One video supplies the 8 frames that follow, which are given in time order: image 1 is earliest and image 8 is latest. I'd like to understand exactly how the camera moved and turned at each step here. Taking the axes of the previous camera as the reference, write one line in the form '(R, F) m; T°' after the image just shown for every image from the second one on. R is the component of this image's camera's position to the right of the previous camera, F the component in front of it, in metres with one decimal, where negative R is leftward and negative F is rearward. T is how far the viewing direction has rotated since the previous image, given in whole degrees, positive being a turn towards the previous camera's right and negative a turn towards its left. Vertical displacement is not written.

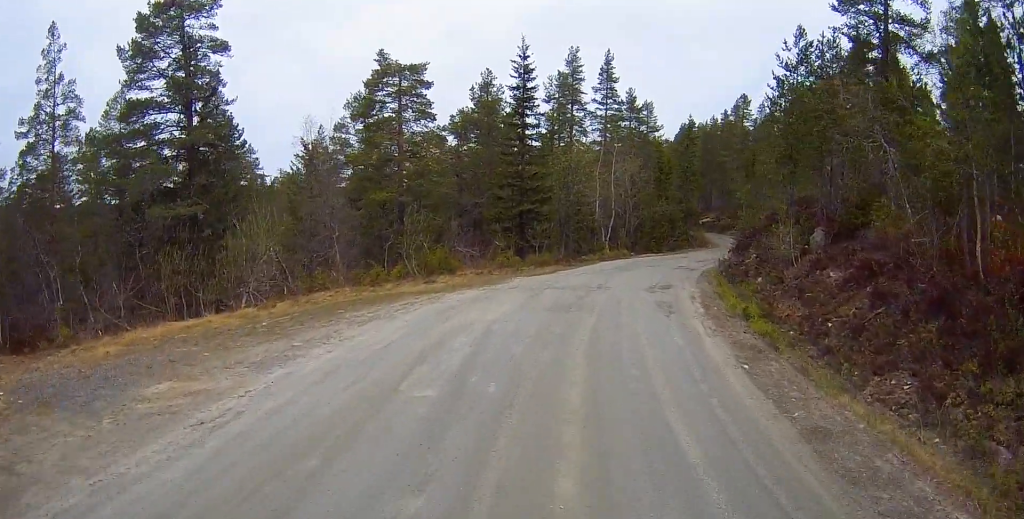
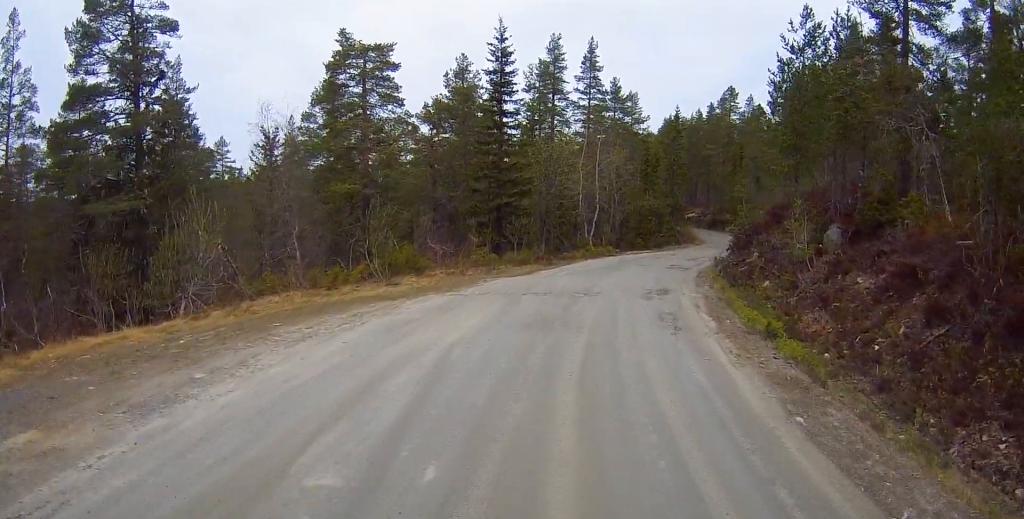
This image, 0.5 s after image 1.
(0.0, +2.6) m; +1°
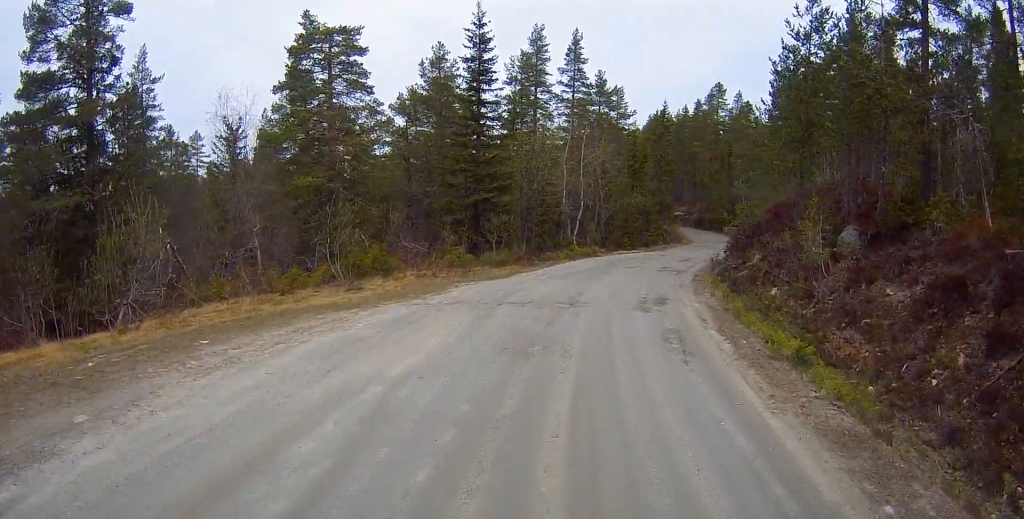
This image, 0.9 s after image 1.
(0.0, +2.3) m; +2°
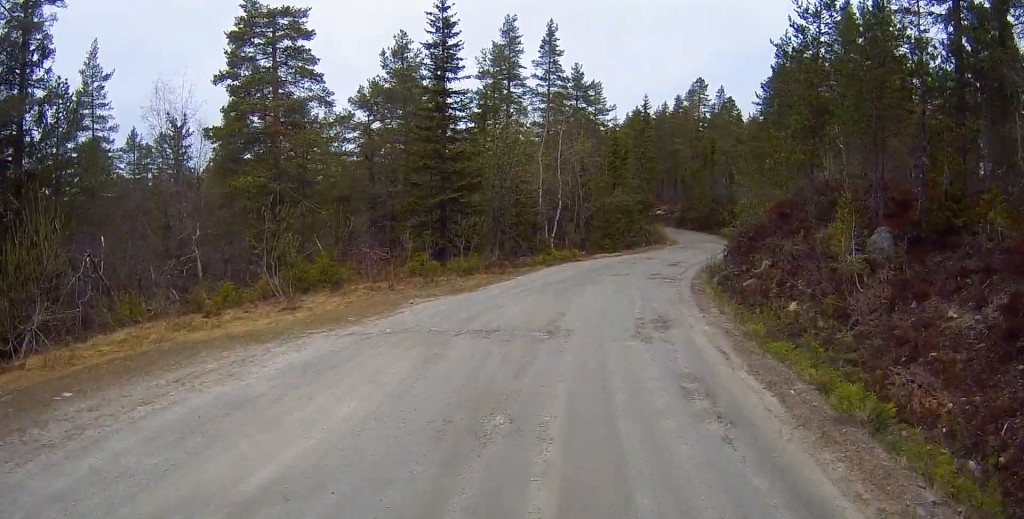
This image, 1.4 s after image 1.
(+0.1, +3.1) m; +3°
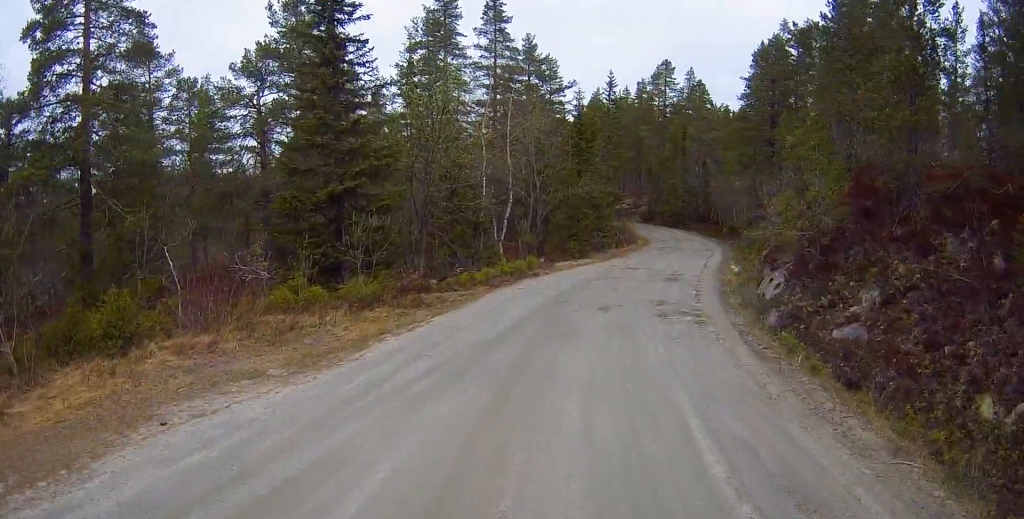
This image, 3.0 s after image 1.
(+0.6, +9.0) m; +7°
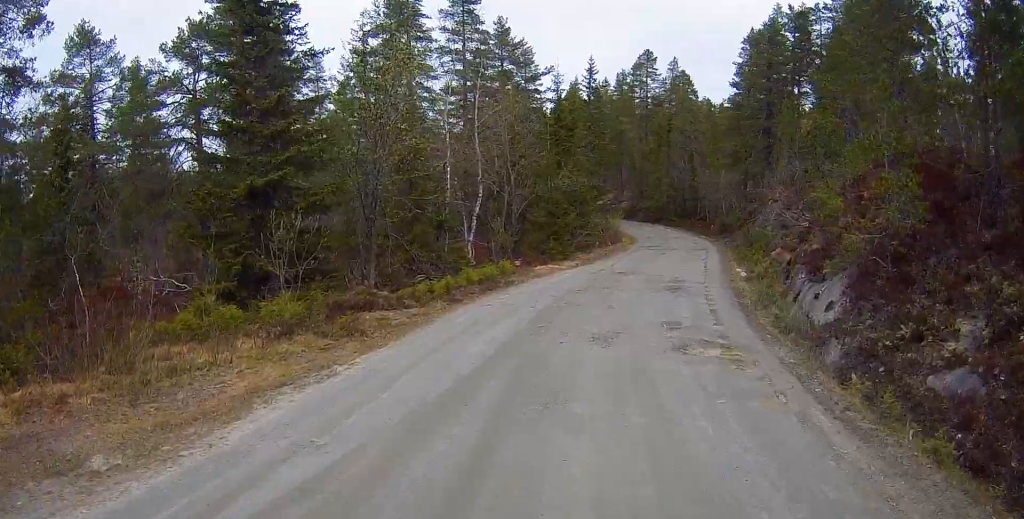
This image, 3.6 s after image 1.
(+0.1, +3.9) m; +2°
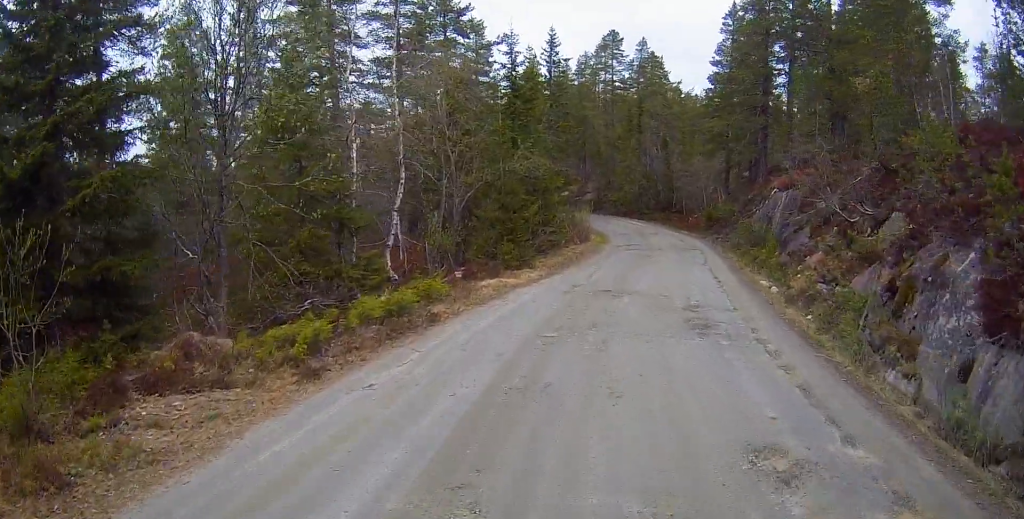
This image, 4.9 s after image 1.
(0.0, +7.0) m; +1°
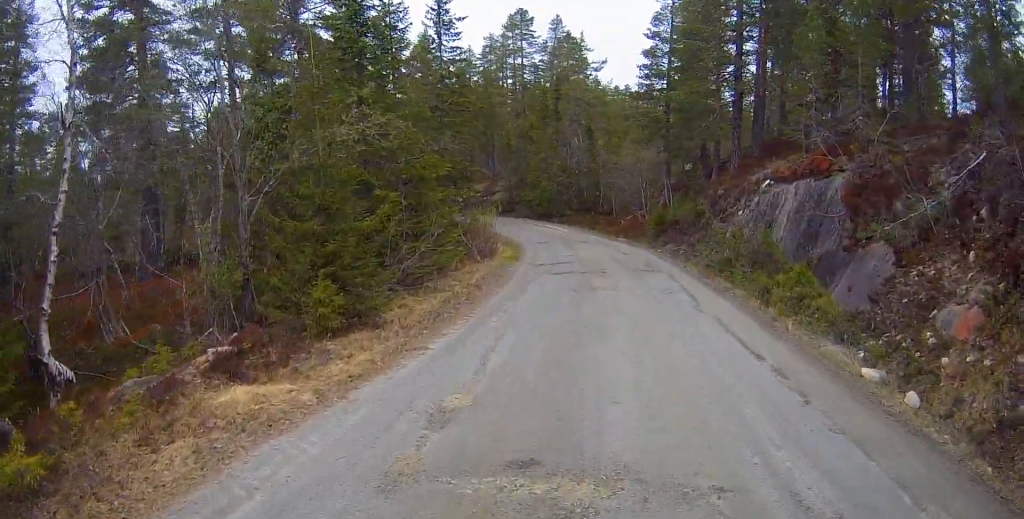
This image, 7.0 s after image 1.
(+0.7, +10.3) m; +9°
